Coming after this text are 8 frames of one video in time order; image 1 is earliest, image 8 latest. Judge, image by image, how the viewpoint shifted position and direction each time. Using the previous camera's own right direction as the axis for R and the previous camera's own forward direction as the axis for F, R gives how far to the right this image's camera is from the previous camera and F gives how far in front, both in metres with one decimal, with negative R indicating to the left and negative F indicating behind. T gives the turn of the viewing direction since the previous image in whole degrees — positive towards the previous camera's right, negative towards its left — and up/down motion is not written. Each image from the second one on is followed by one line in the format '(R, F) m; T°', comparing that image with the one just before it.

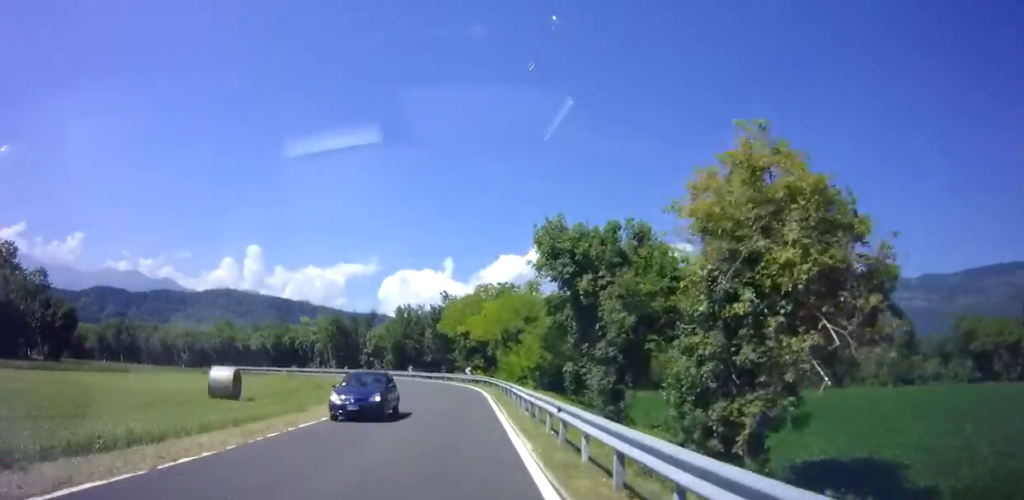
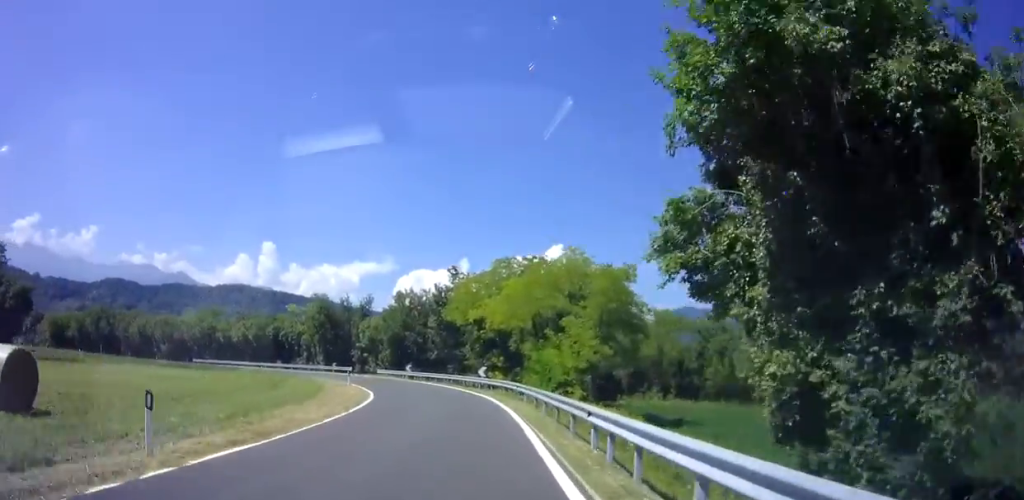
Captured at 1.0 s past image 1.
(-0.1, +14.5) m; -1°
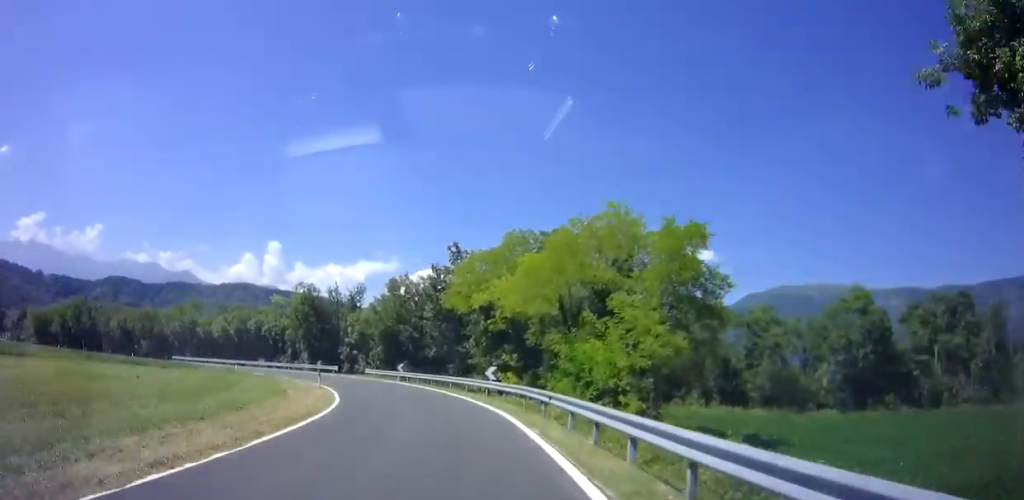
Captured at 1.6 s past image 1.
(0.0, +9.0) m; -1°
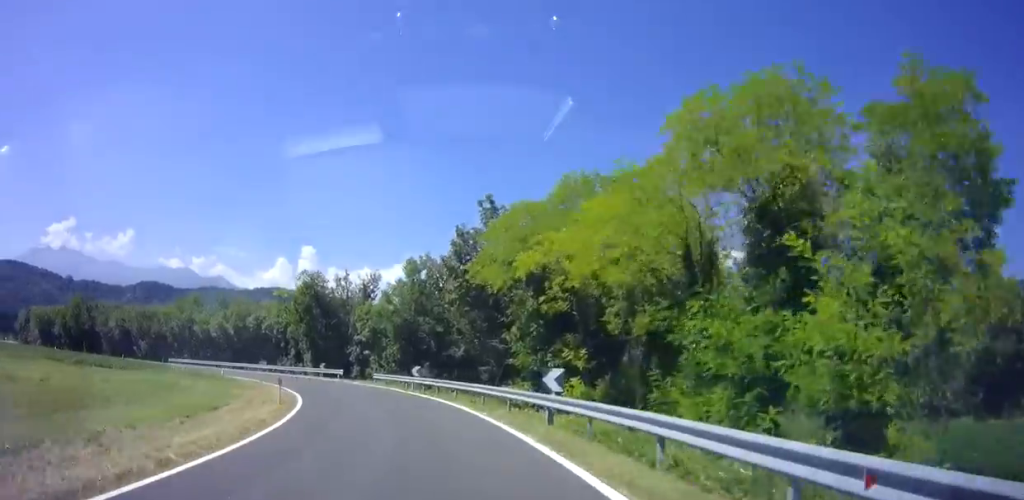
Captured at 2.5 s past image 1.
(-0.2, +12.0) m; -3°
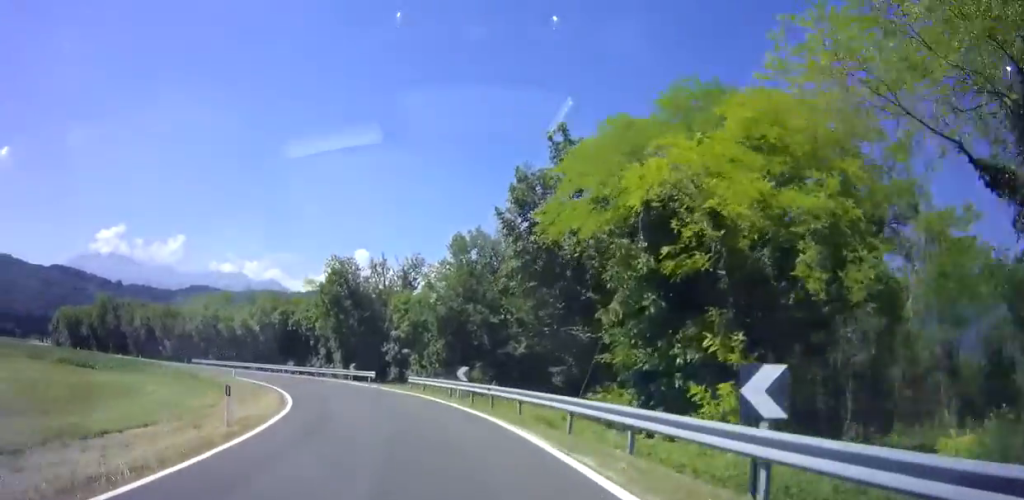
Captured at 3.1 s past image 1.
(-0.2, +8.6) m; -4°
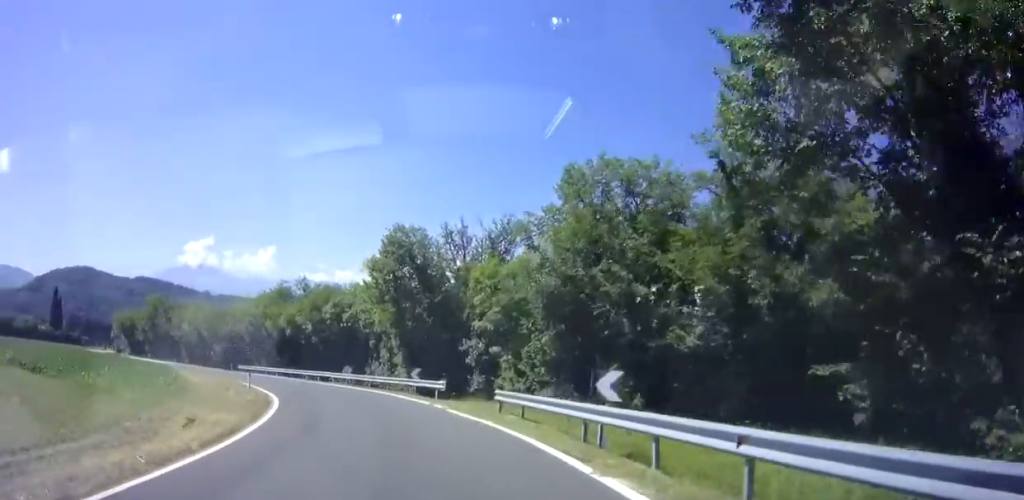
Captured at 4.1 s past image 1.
(-0.8, +13.0) m; -8°
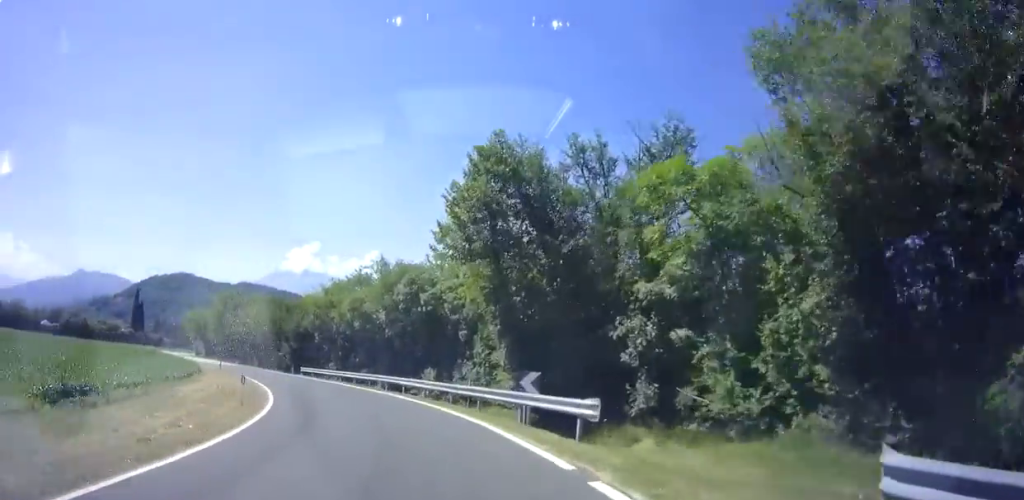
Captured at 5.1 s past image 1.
(-1.1, +13.0) m; -12°
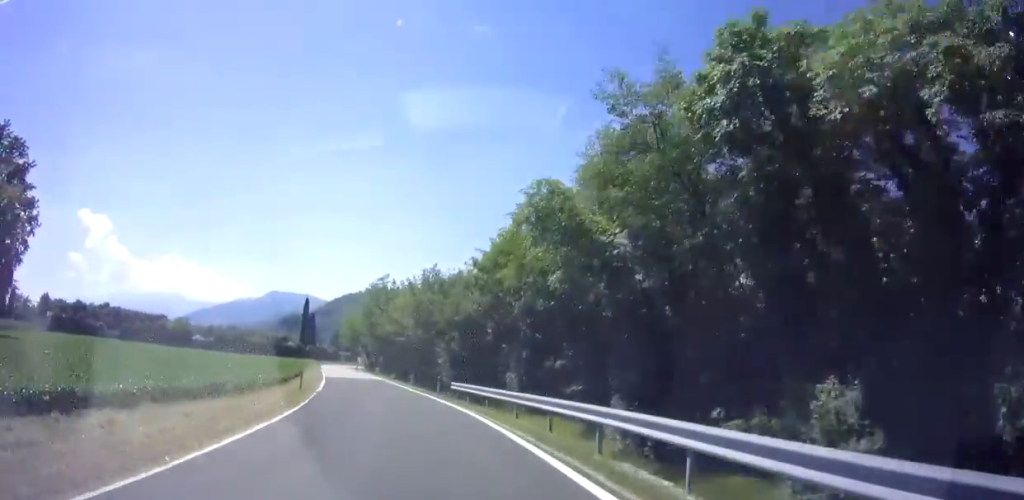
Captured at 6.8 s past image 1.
(-4.3, +23.2) m; -21°
